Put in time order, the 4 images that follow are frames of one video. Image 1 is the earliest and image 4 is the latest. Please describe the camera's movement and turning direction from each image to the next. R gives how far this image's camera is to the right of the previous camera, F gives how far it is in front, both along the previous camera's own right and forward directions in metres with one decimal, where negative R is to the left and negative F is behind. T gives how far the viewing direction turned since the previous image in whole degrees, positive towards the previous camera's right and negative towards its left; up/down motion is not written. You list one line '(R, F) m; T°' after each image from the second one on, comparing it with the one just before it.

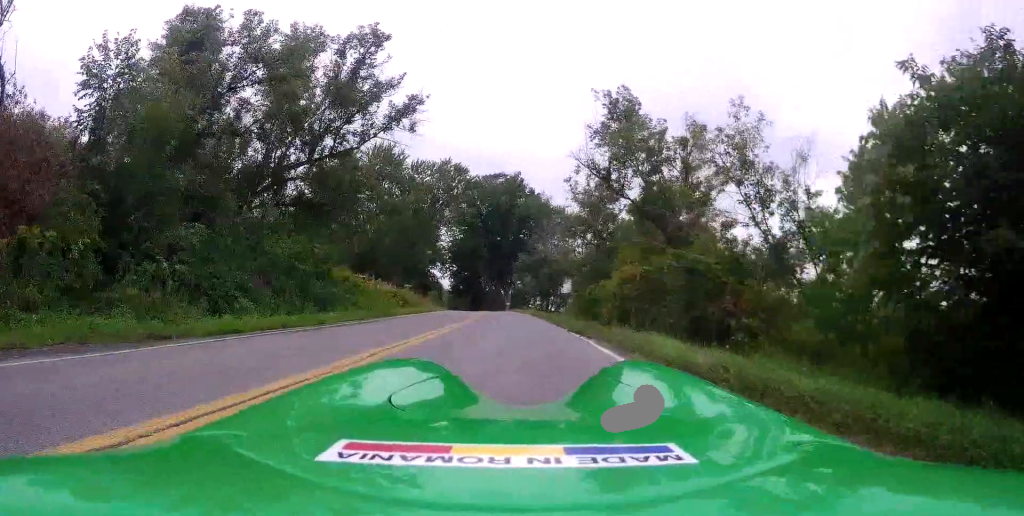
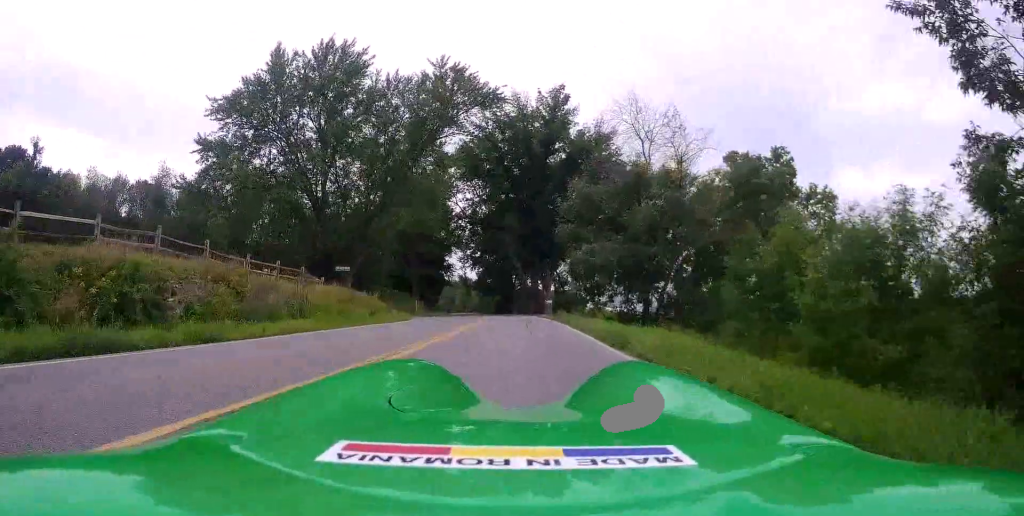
(0.0, +33.0) m; 0°
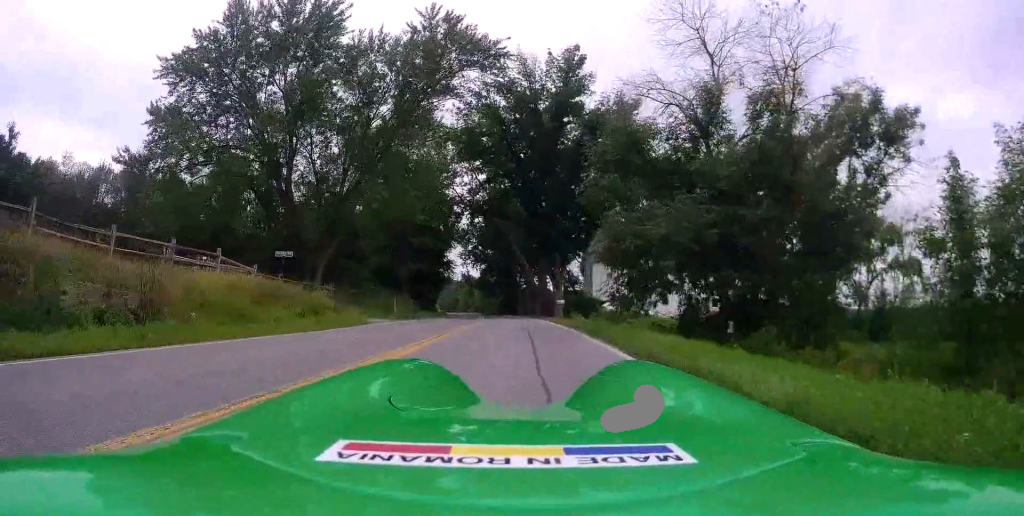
(0.0, +8.4) m; 0°
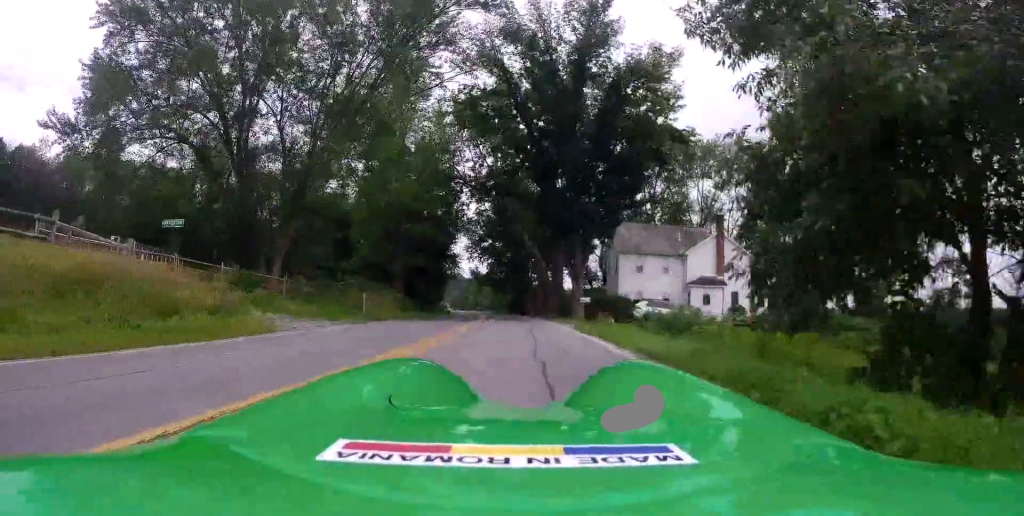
(0.0, +8.6) m; 0°
